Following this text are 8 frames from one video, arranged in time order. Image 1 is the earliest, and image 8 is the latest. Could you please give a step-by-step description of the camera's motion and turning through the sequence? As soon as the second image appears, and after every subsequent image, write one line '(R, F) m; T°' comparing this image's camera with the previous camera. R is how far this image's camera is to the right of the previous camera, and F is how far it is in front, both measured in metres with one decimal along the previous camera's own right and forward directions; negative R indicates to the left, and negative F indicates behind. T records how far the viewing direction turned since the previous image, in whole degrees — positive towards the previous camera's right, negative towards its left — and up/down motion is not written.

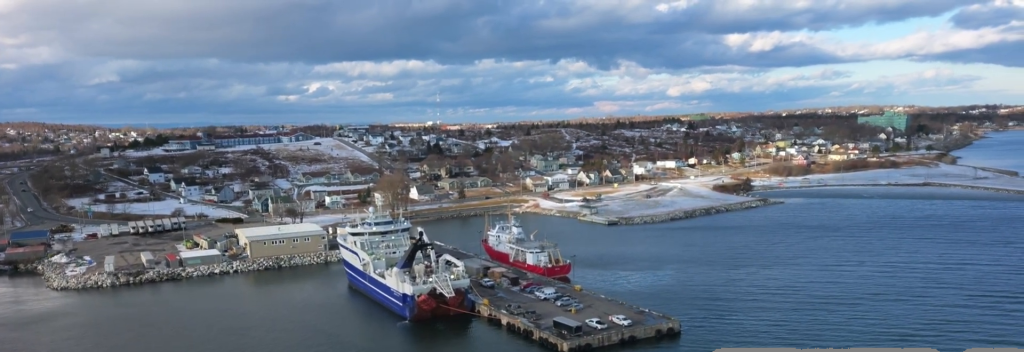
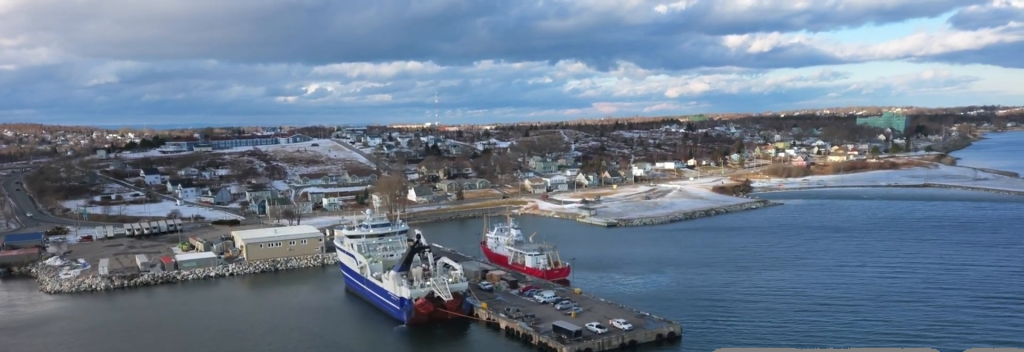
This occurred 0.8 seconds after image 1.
(0.0, +2.4) m; +1°
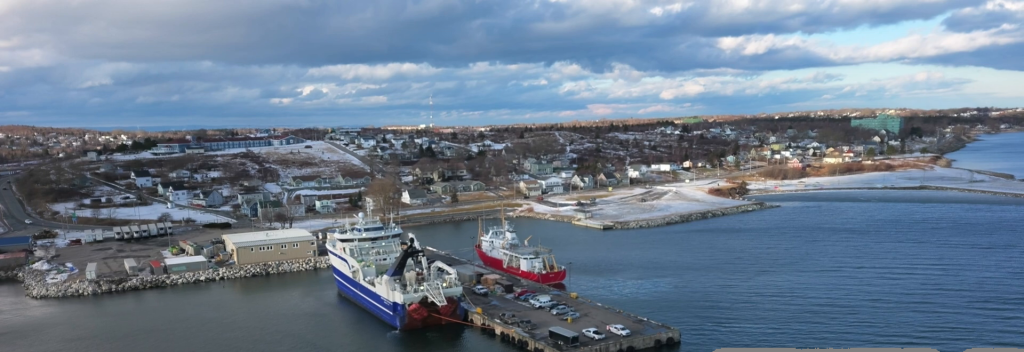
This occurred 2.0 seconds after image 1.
(+0.1, +3.6) m; +1°
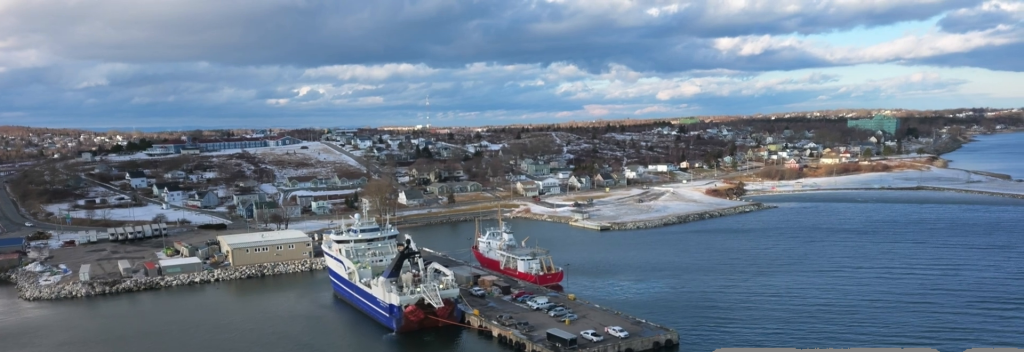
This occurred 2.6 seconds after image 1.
(0.0, +1.6) m; -1°
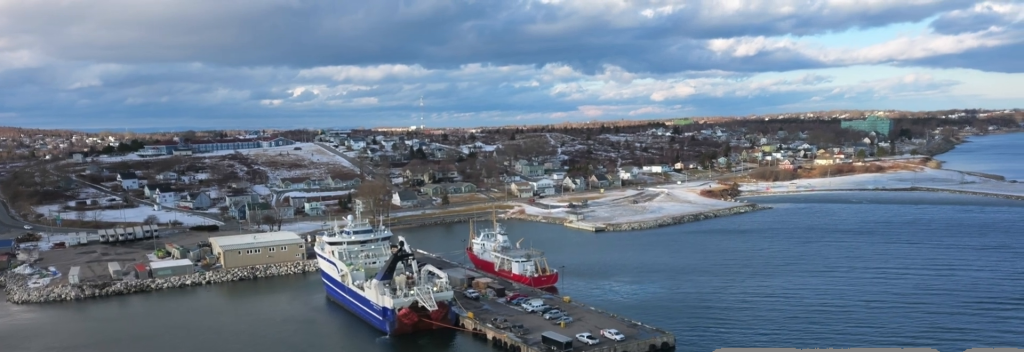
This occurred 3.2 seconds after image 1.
(0.0, +1.8) m; 0°
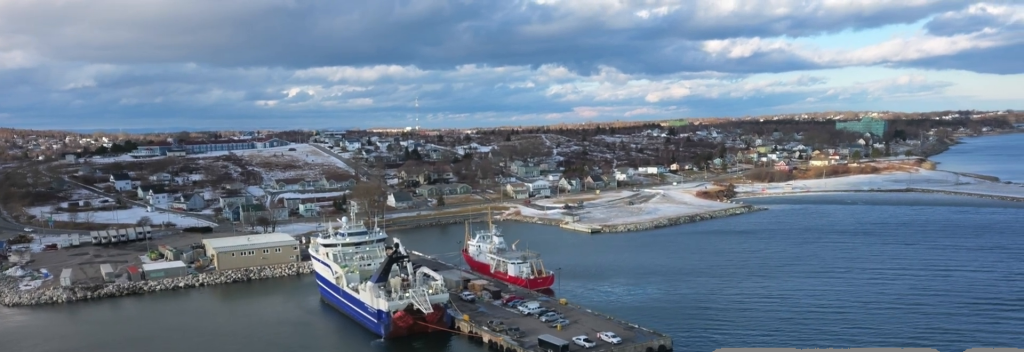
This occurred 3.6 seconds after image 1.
(0.0, +1.4) m; 0°
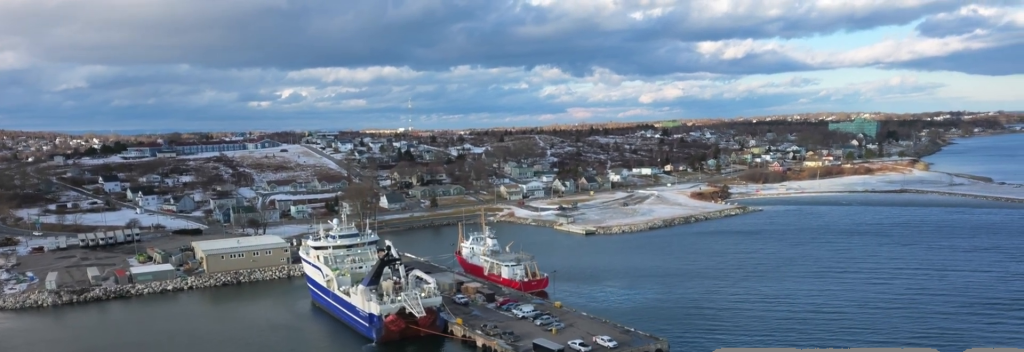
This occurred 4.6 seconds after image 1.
(0.0, +3.0) m; 0°
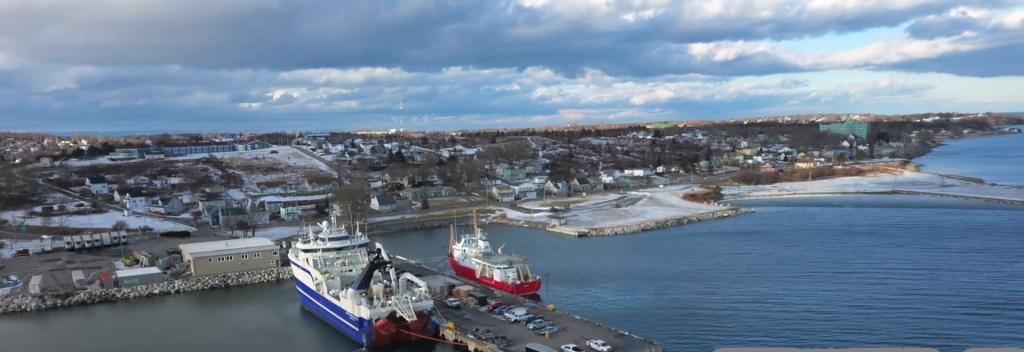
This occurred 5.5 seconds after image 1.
(0.0, +2.6) m; -1°
